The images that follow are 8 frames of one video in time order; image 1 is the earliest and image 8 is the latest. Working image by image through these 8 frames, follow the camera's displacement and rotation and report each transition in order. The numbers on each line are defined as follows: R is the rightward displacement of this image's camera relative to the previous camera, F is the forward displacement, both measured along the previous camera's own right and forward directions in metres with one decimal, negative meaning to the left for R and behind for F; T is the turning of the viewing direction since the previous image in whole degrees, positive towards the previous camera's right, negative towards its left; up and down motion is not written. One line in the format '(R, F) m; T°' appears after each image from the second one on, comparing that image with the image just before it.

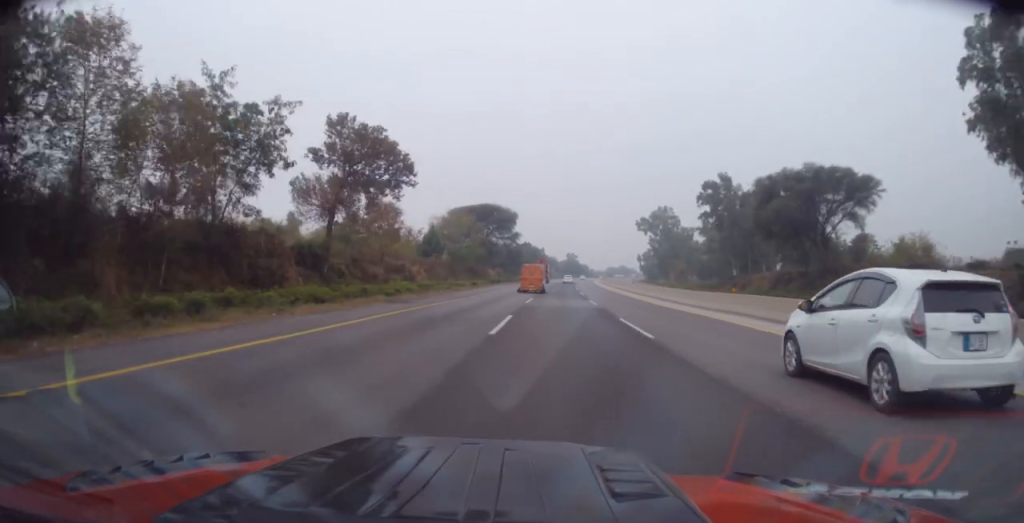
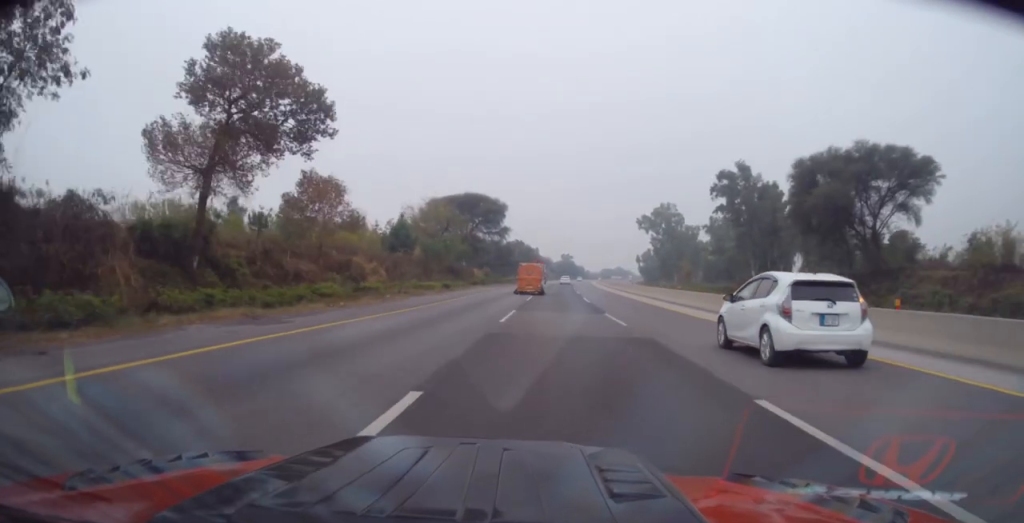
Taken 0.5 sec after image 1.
(0.0, +14.1) m; 0°
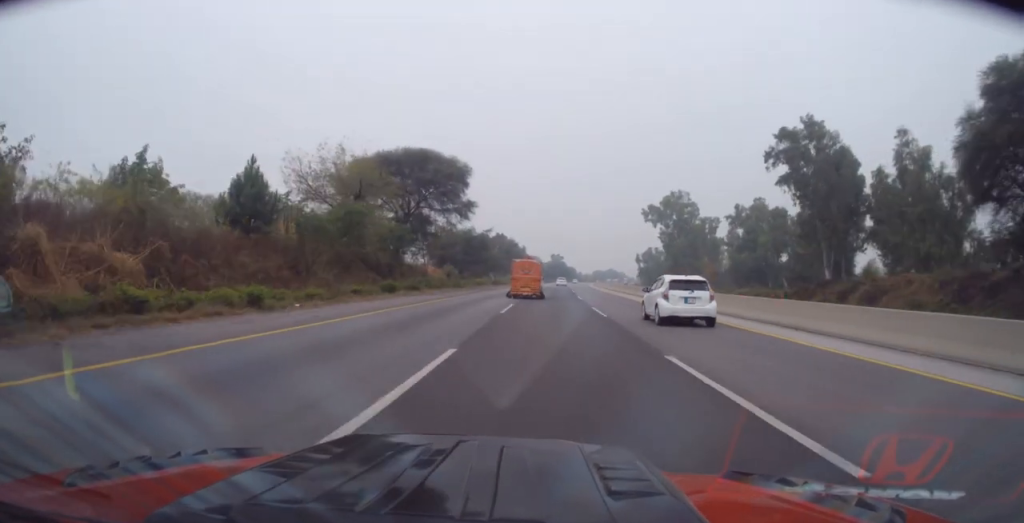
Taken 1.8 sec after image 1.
(0.0, +32.4) m; +1°
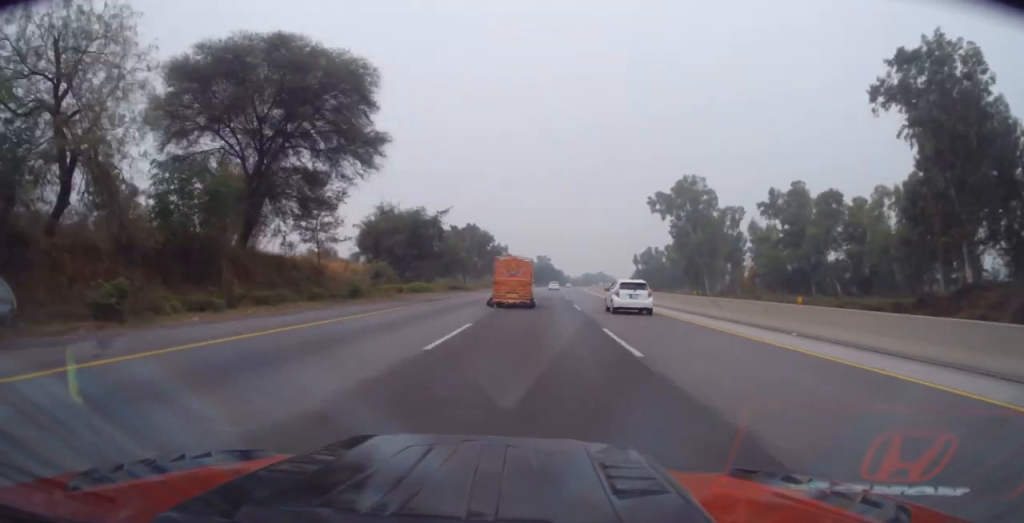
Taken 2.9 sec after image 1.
(+0.6, +29.2) m; +2°
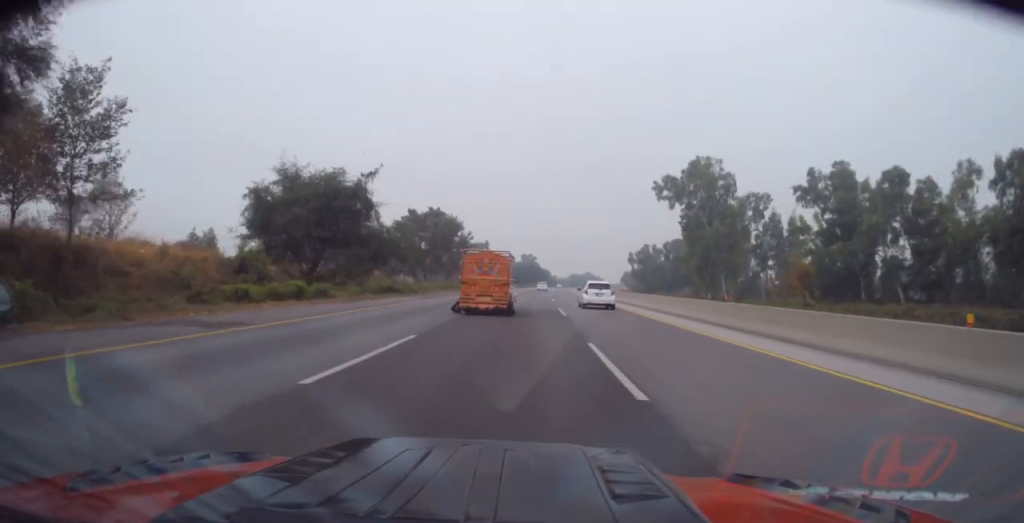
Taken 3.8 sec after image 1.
(+0.2, +22.0) m; +1°
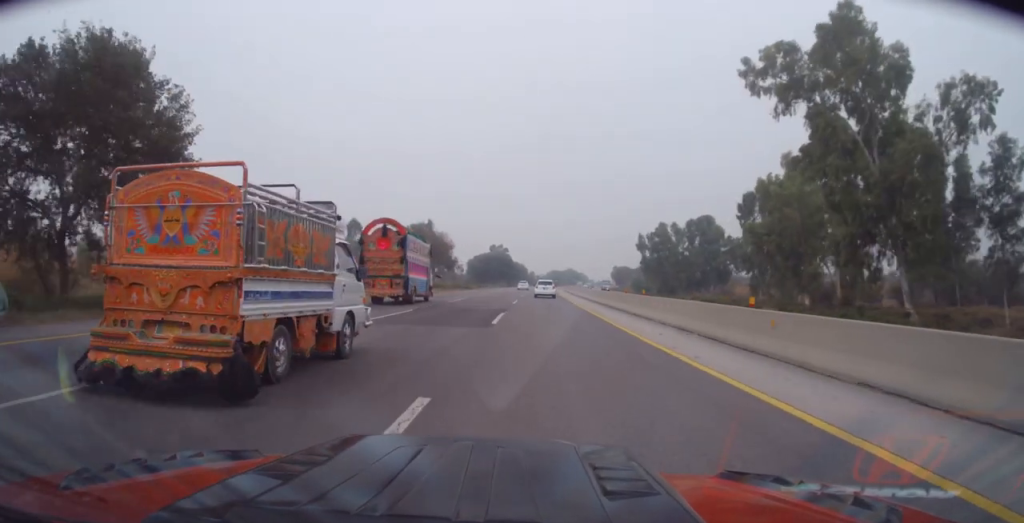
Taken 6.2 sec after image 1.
(+0.9, +60.8) m; 0°
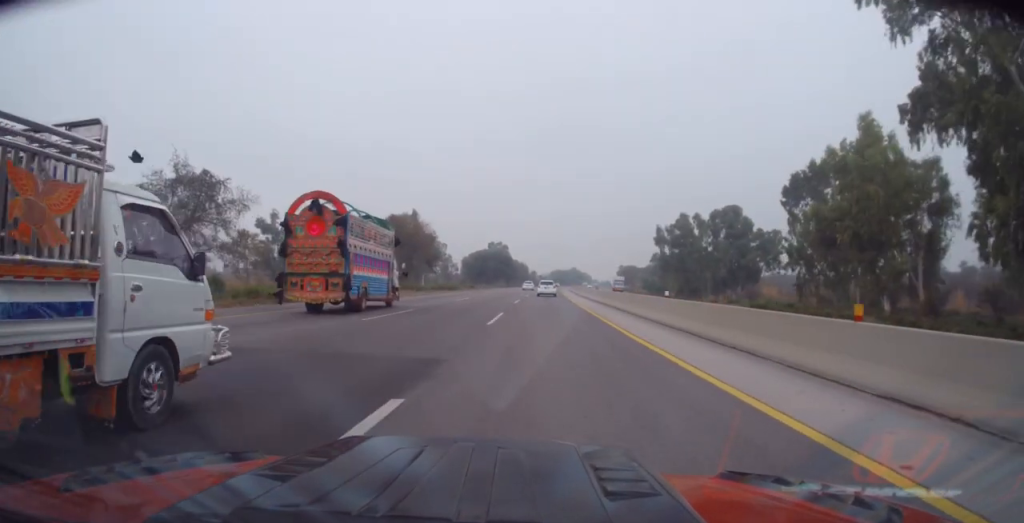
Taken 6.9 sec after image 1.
(0.0, +18.0) m; +1°
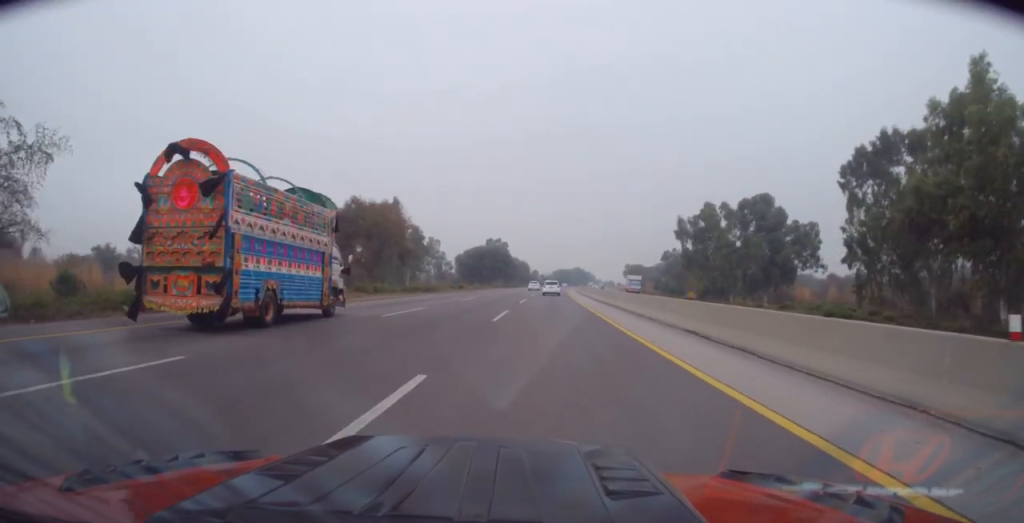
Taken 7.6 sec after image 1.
(+0.1, +16.4) m; 0°
